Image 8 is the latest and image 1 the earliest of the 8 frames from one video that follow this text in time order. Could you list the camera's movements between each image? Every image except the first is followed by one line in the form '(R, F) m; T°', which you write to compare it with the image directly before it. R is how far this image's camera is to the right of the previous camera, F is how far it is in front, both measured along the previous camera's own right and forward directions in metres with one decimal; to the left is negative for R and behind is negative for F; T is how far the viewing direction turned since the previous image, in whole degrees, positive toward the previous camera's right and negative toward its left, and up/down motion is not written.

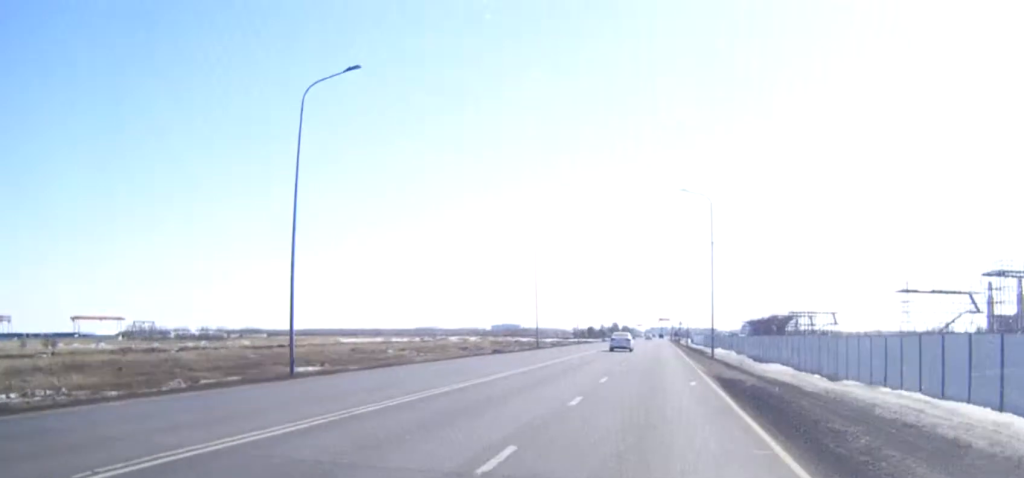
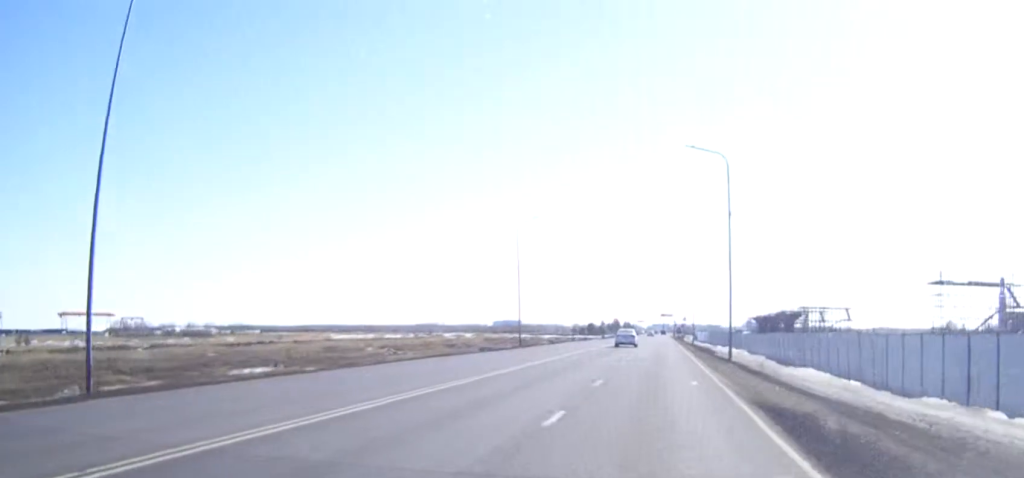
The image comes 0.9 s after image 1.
(0.0, +12.1) m; 0°
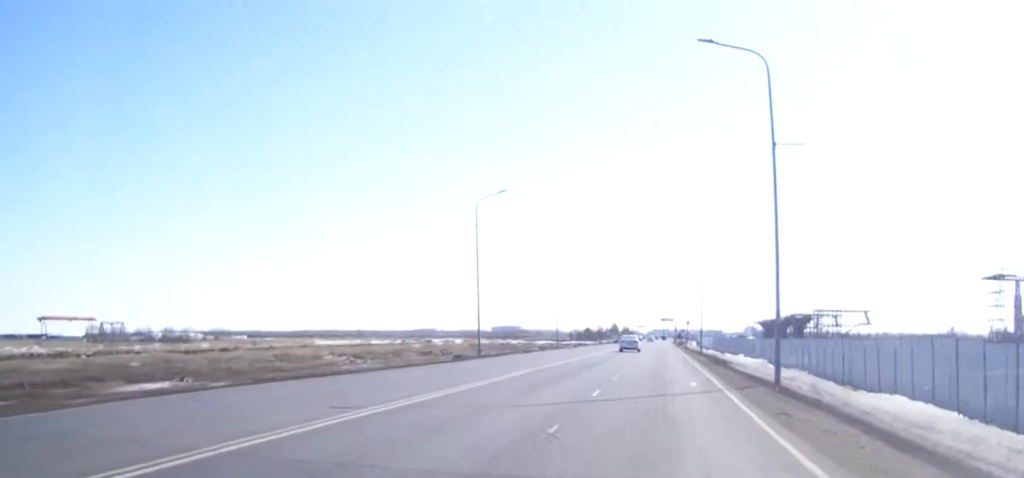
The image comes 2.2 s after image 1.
(0.0, +17.0) m; 0°
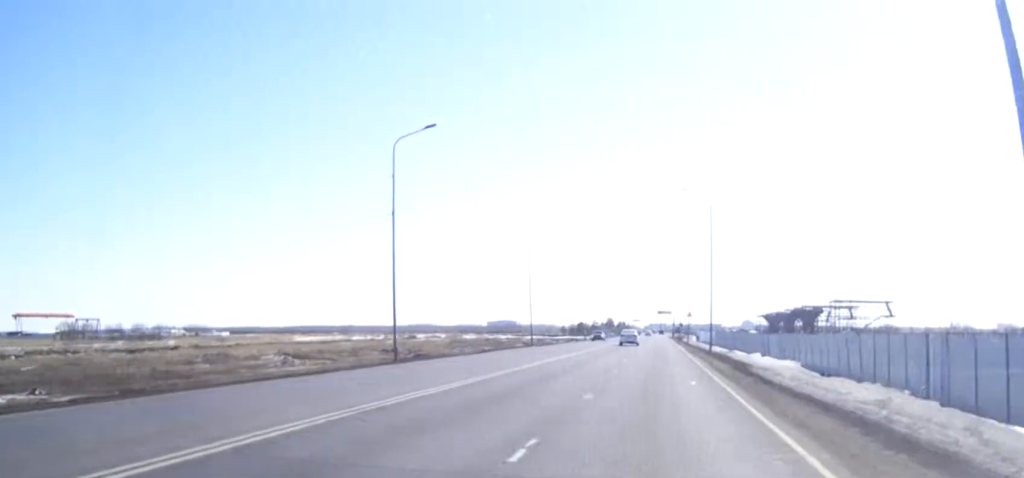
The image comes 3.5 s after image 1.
(0.0, +18.3) m; 0°
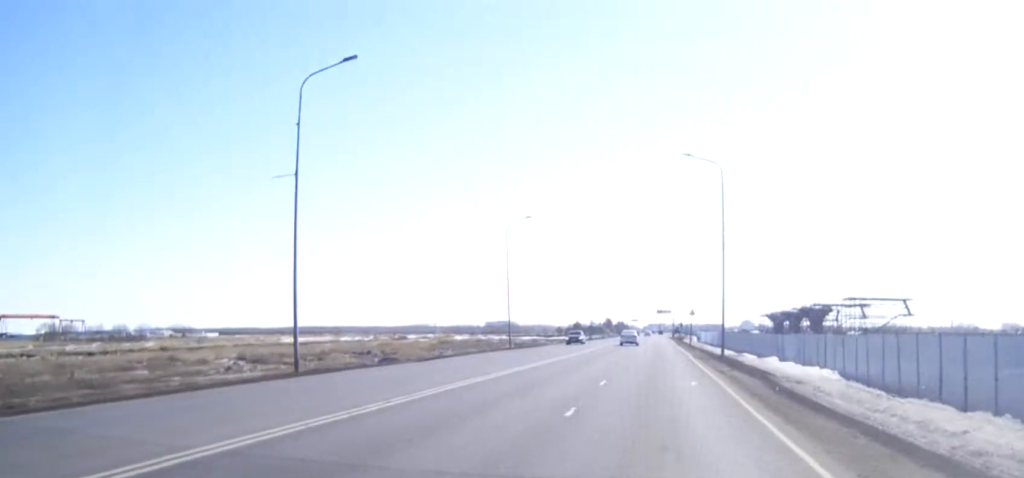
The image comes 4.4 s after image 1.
(0.0, +11.4) m; 0°
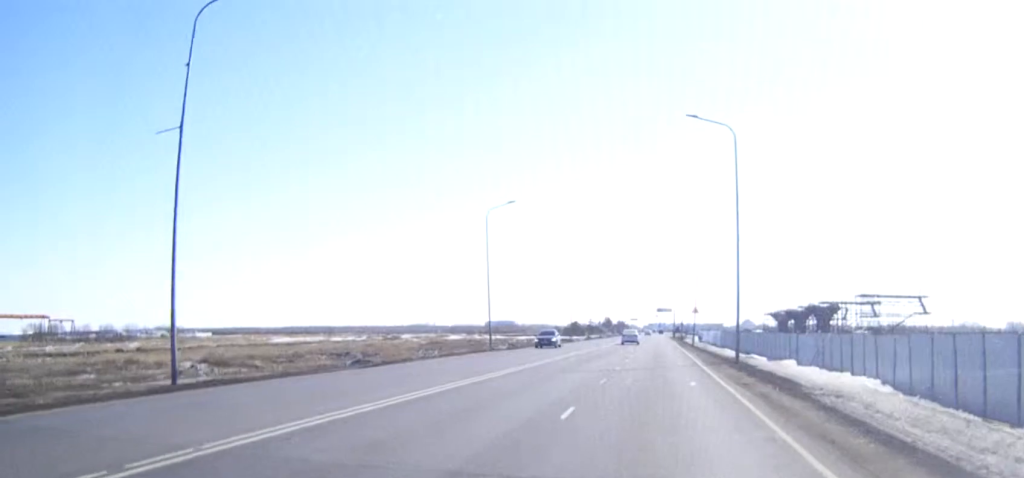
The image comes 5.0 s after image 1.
(0.0, +8.3) m; 0°
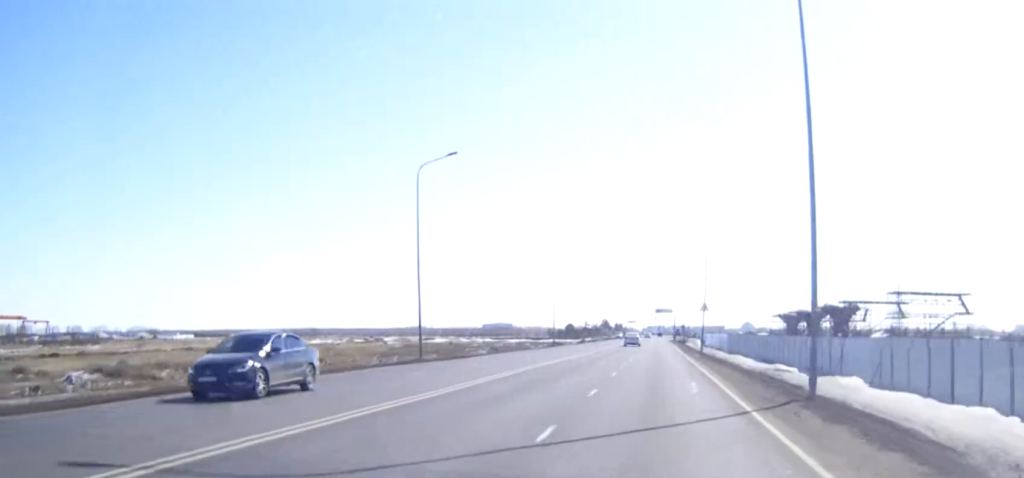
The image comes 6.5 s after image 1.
(0.0, +18.5) m; 0°
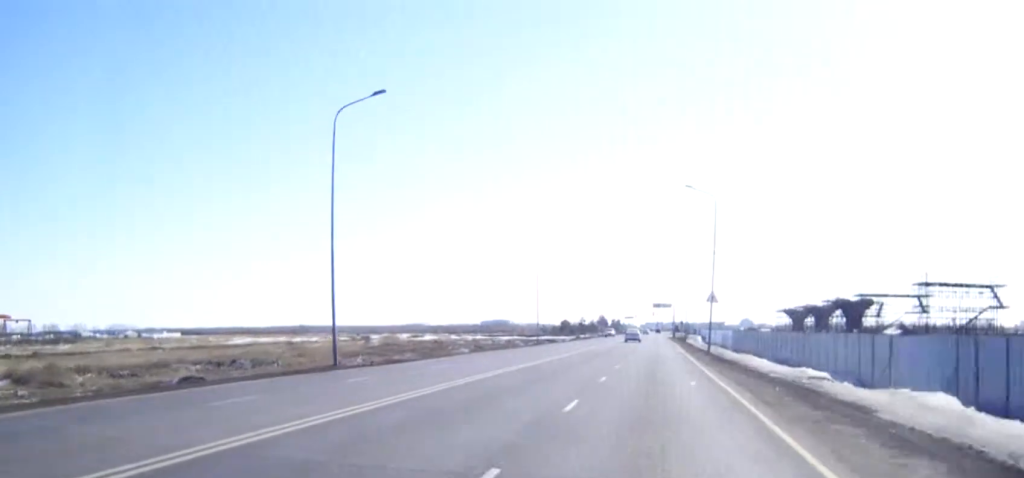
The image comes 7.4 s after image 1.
(0.0, +12.2) m; 0°
